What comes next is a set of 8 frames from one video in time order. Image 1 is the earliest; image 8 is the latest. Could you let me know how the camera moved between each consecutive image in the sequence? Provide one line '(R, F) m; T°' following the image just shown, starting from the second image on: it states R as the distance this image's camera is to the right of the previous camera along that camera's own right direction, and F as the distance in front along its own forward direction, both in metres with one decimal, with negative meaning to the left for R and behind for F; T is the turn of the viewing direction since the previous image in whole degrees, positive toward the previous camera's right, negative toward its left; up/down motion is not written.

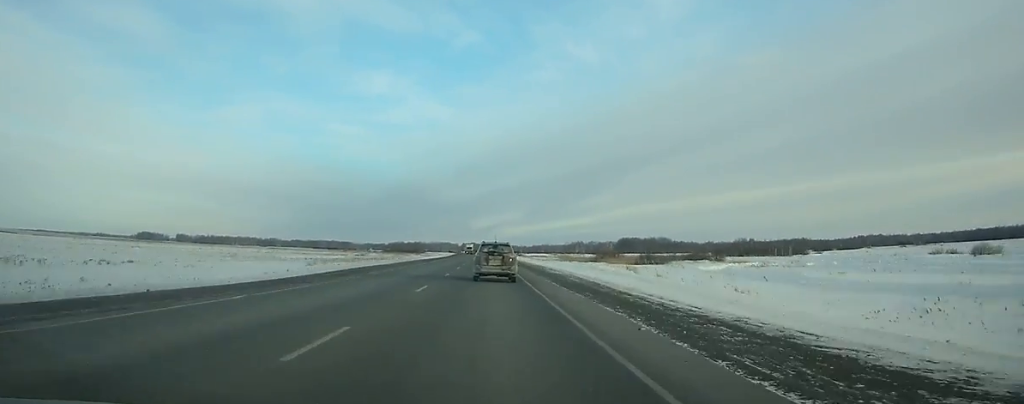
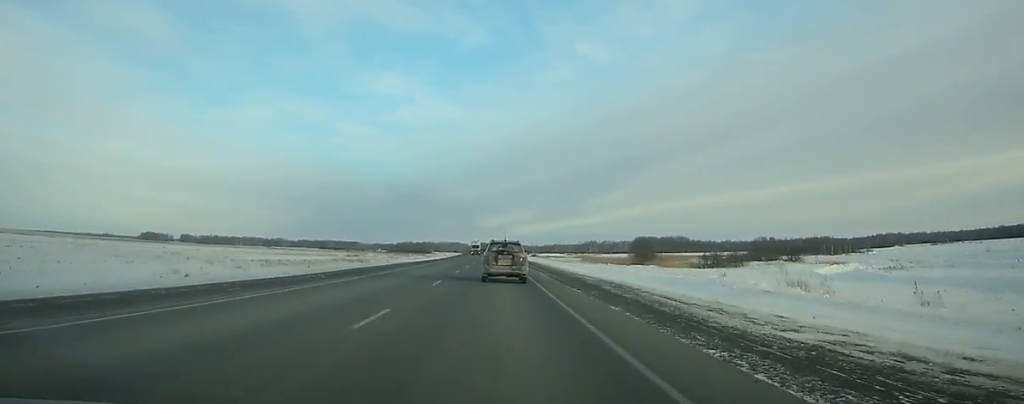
(0.0, +33.7) m; 0°
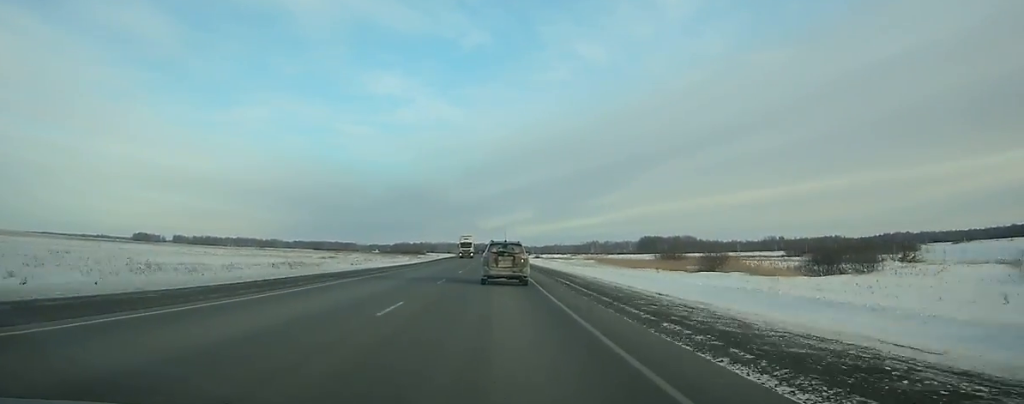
(-0.2, +33.7) m; 0°
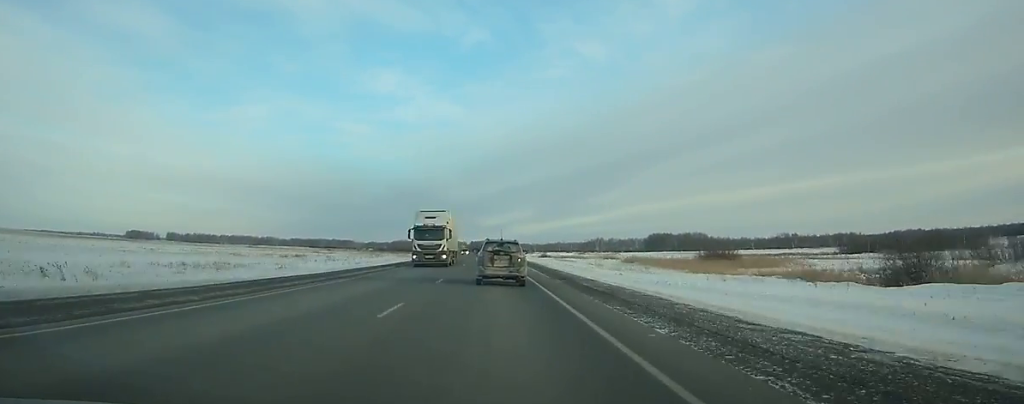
(0.0, +36.3) m; 0°
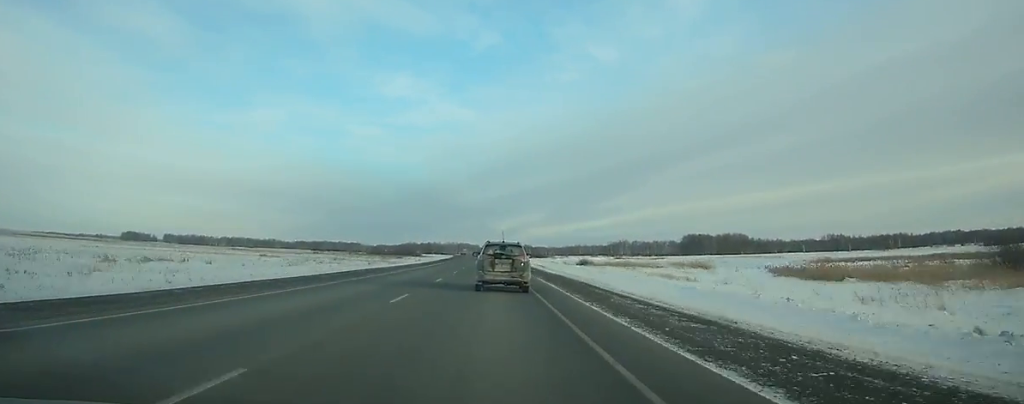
(-0.7, +80.1) m; -1°
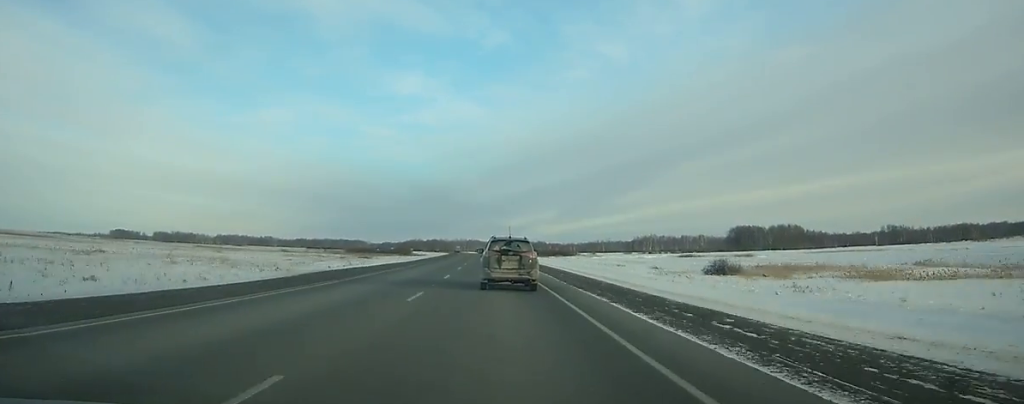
(-1.3, +94.9) m; -1°
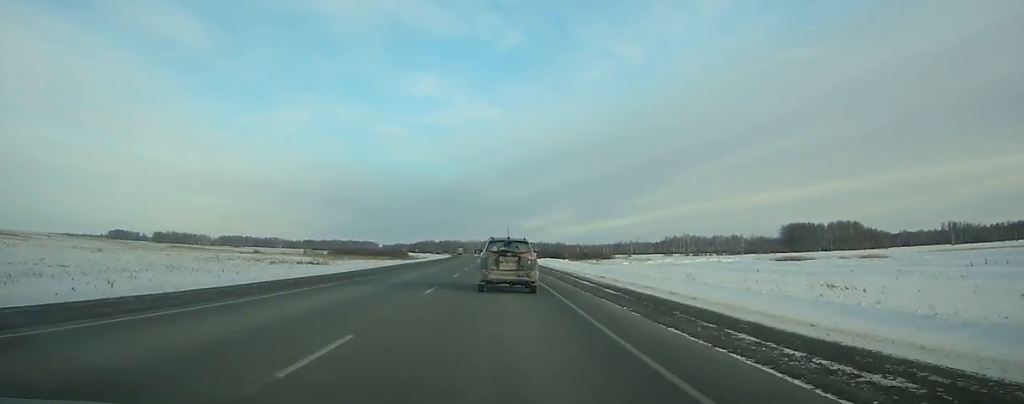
(-0.4, +68.6) m; -1°
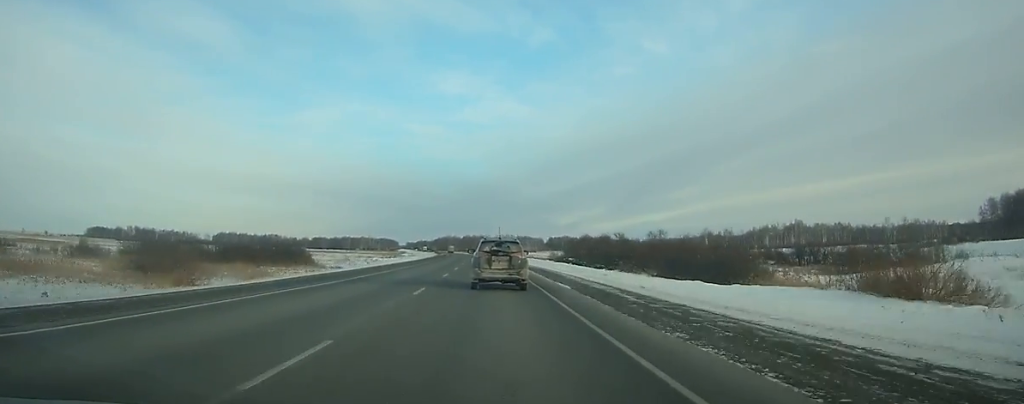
(-4.6, +191.8) m; -3°
